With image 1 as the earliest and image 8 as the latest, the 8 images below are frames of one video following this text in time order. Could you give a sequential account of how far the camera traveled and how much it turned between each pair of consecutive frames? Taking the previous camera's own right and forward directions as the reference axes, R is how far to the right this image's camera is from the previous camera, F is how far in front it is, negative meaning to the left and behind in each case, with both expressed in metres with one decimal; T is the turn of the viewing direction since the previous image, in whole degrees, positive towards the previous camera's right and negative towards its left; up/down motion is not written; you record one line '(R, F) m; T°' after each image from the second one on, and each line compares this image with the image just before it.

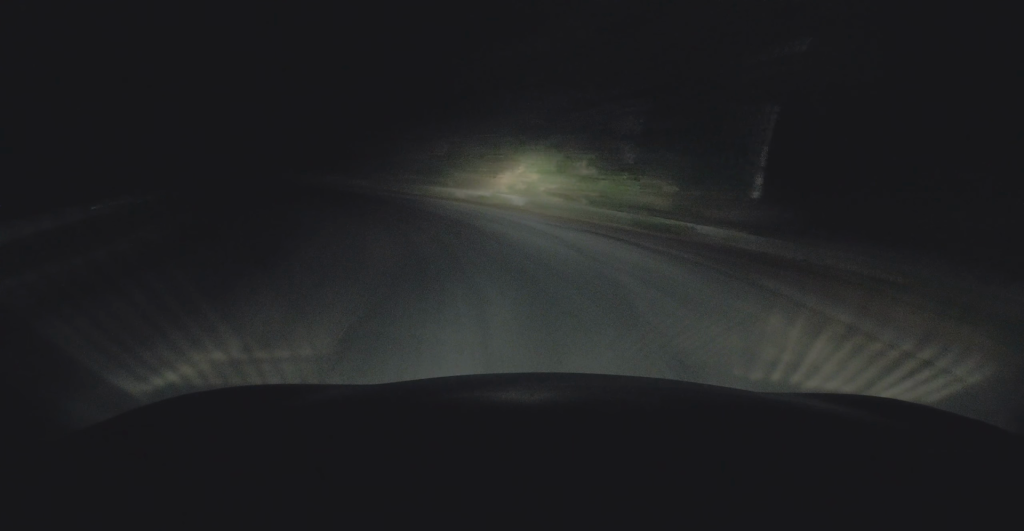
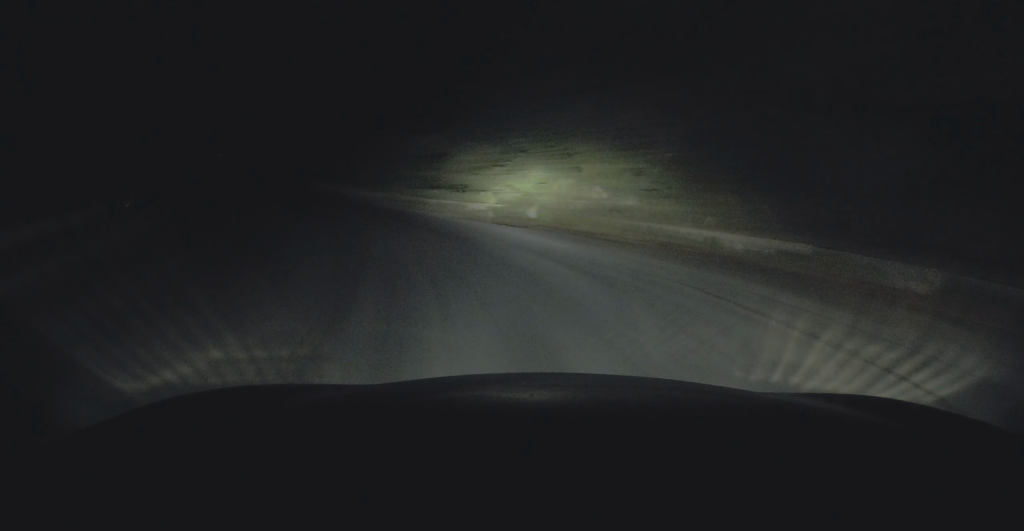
(-1.1, +13.9) m; -12°
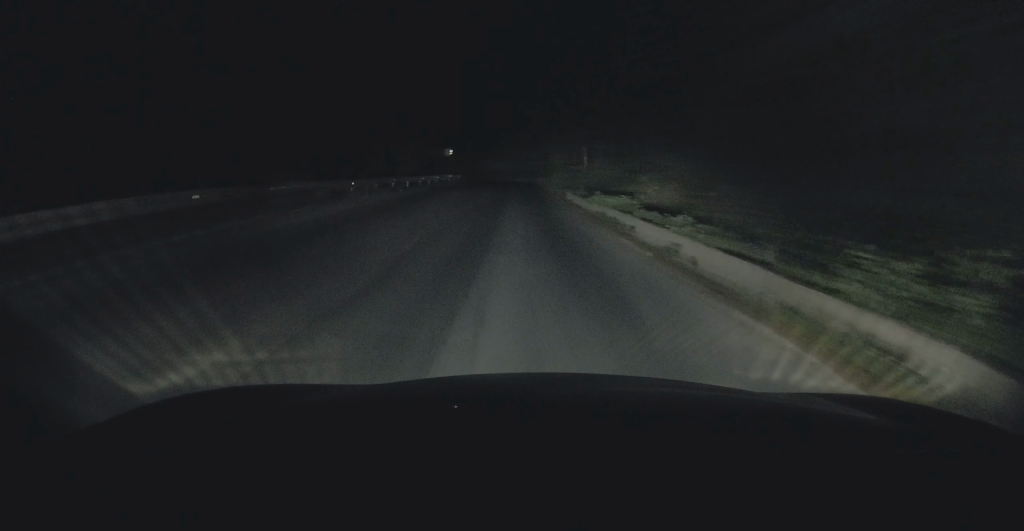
(-3.2, +19.2) m; -17°
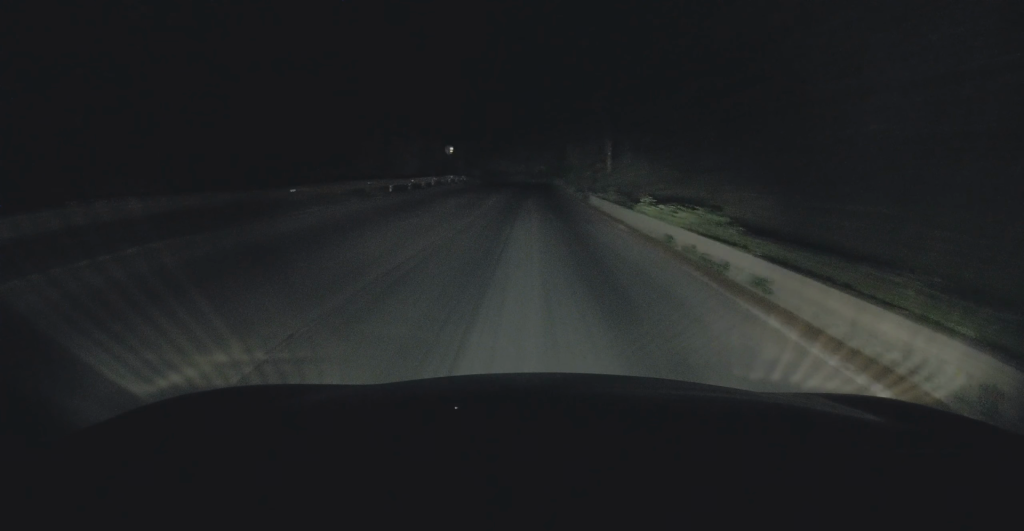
(-0.3, +6.6) m; -3°
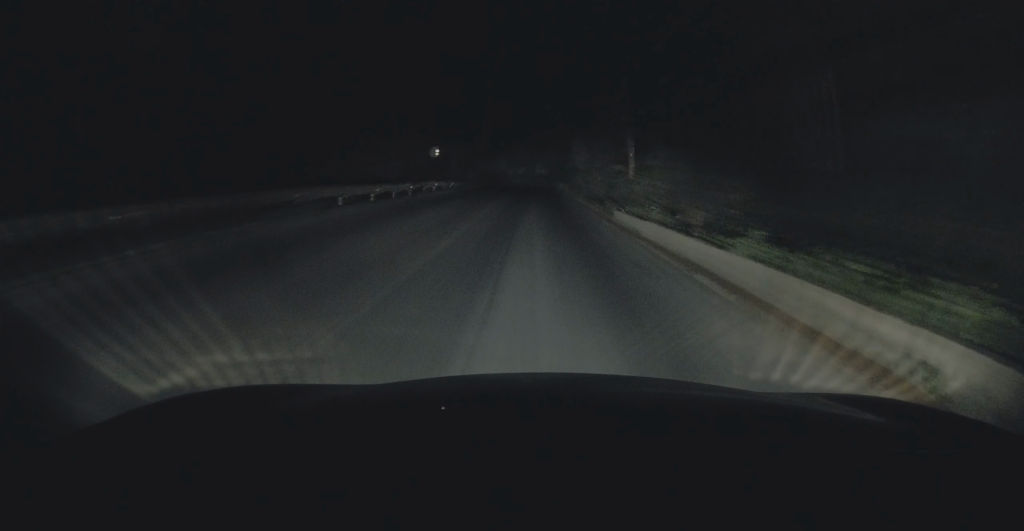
(-0.1, +7.1) m; -1°
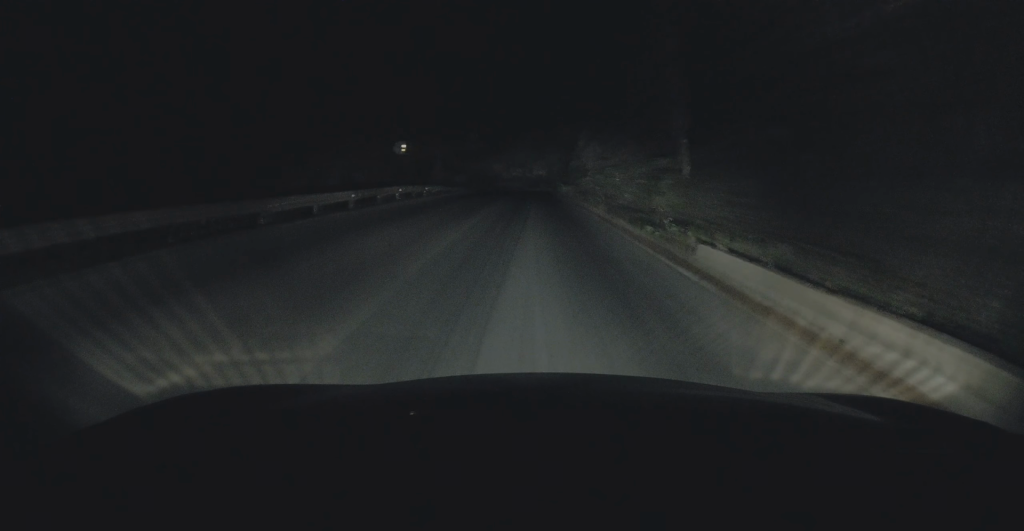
(-0.1, +9.5) m; 0°
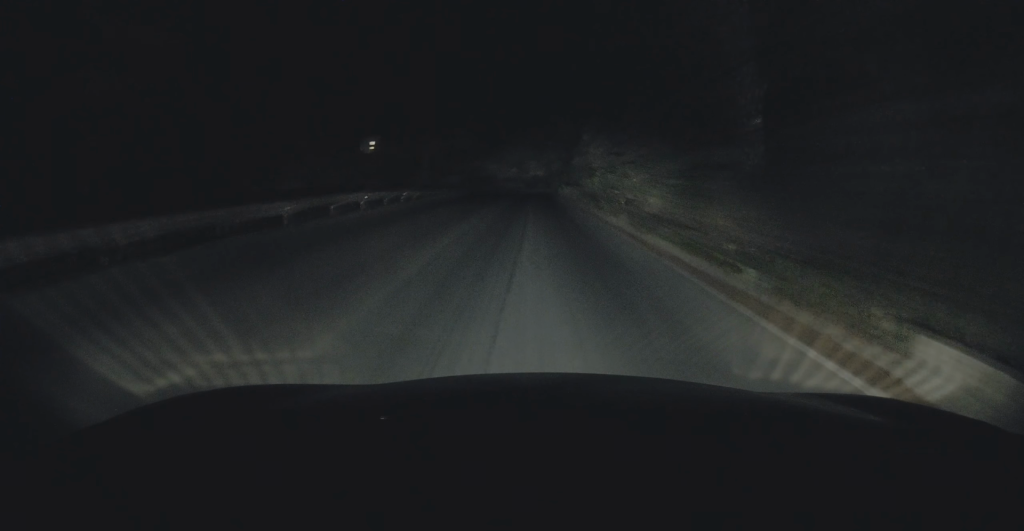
(0.0, +5.6) m; 0°
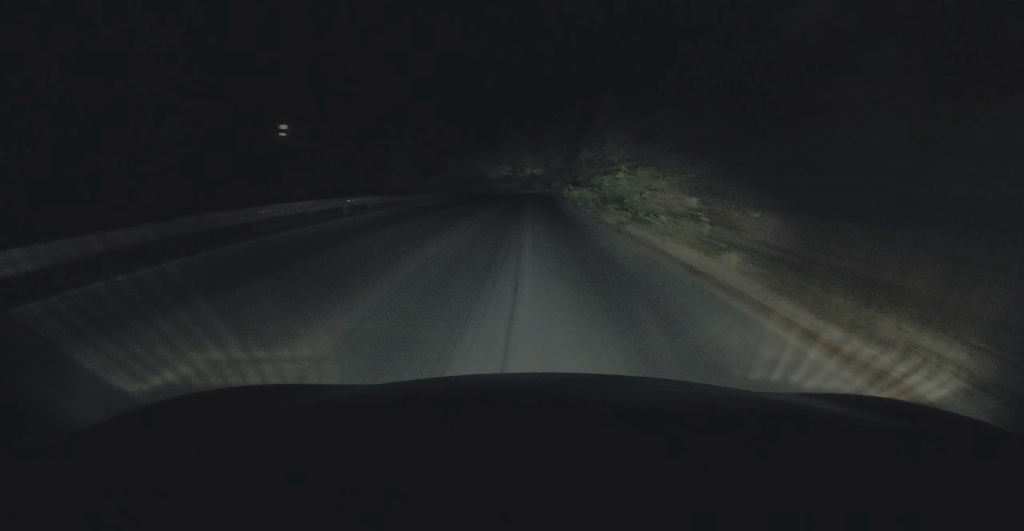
(+0.1, +9.1) m; -1°
